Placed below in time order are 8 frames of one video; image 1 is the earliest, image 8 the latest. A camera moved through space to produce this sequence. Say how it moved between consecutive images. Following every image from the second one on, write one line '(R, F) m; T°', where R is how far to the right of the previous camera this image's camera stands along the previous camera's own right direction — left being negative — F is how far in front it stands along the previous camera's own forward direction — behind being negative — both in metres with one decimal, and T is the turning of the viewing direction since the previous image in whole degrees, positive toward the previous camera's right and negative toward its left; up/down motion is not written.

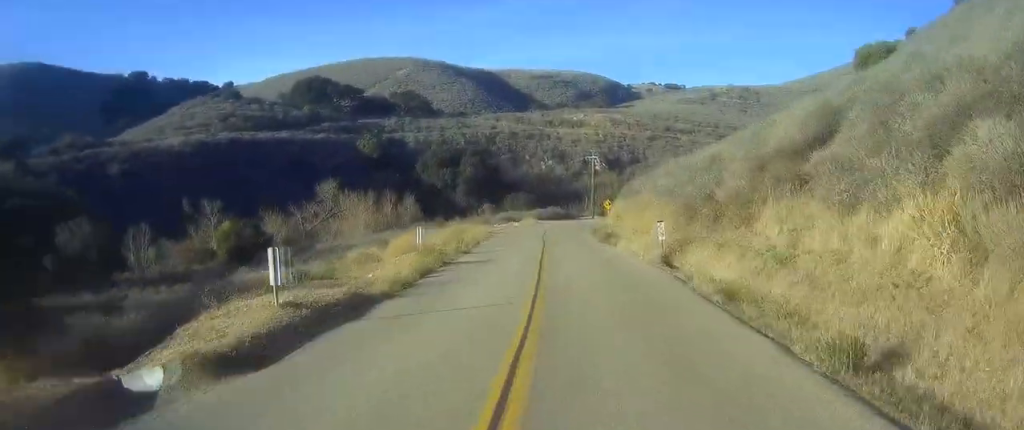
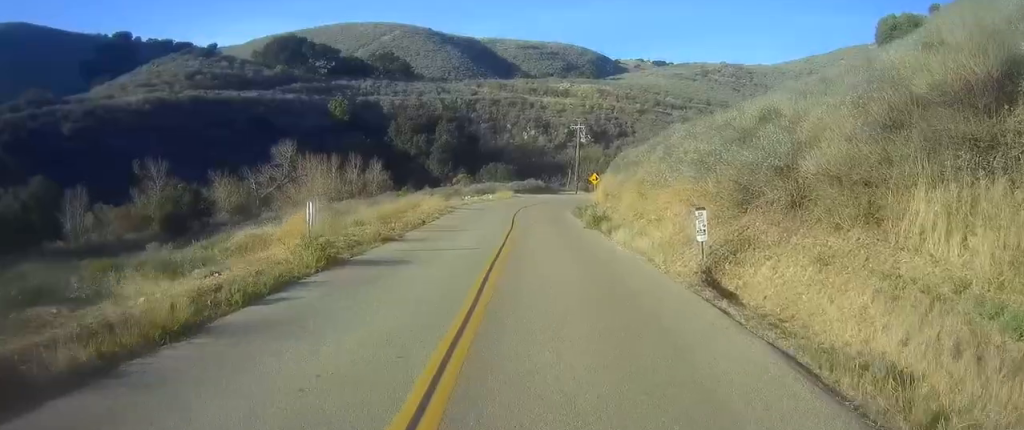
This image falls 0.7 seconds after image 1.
(+0.2, +9.8) m; +1°
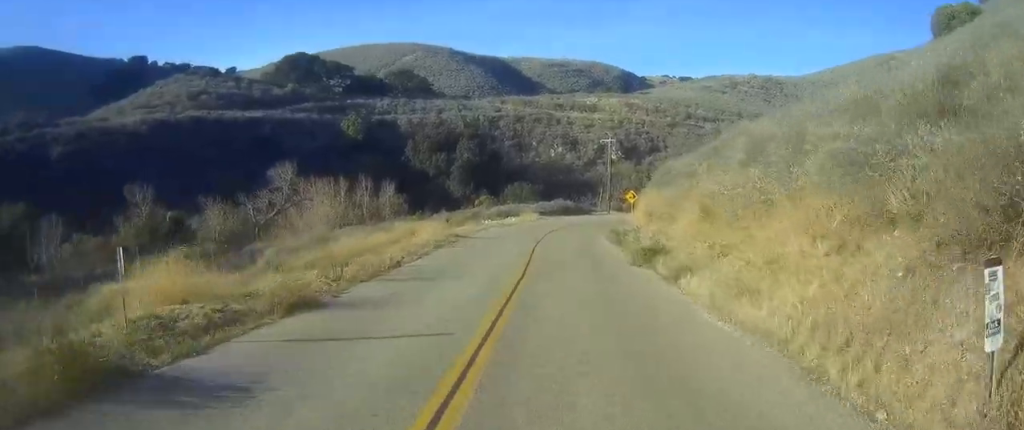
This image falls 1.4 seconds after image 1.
(+0.2, +8.9) m; -2°
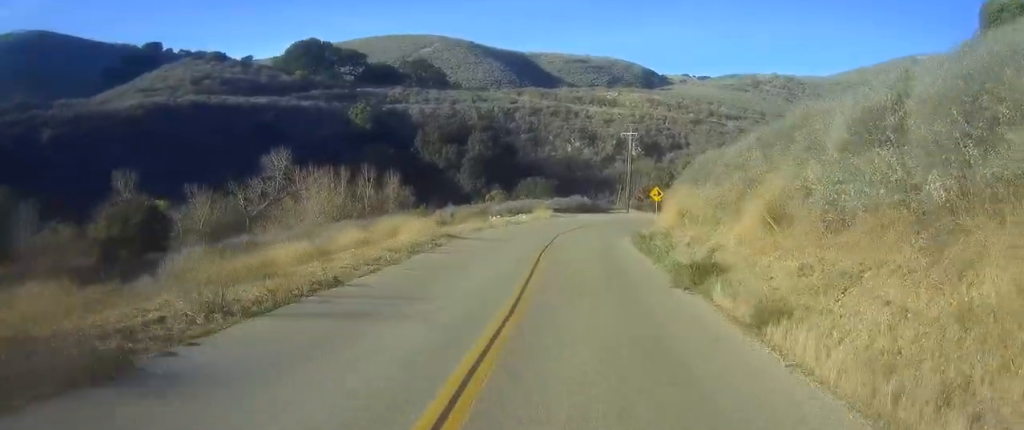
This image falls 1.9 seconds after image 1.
(-0.1, +6.1) m; -1°
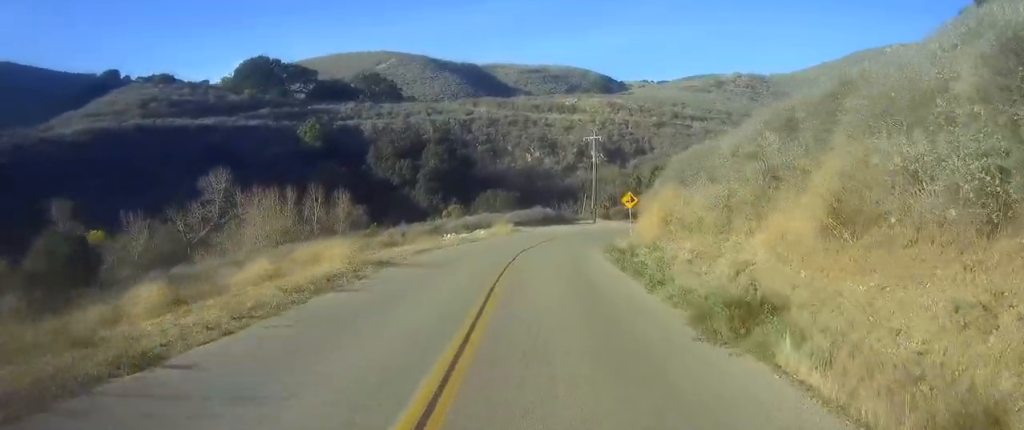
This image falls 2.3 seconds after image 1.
(-0.3, +5.6) m; -1°
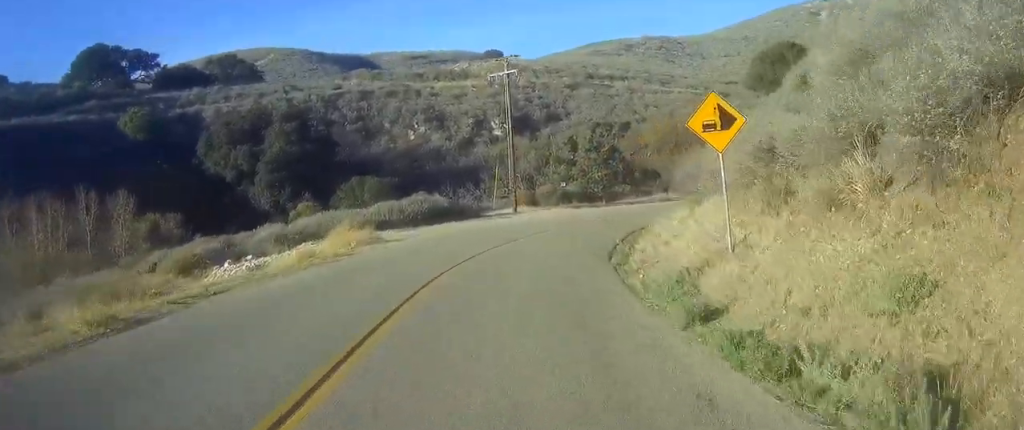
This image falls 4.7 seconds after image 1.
(+0.1, +31.8) m; +3°
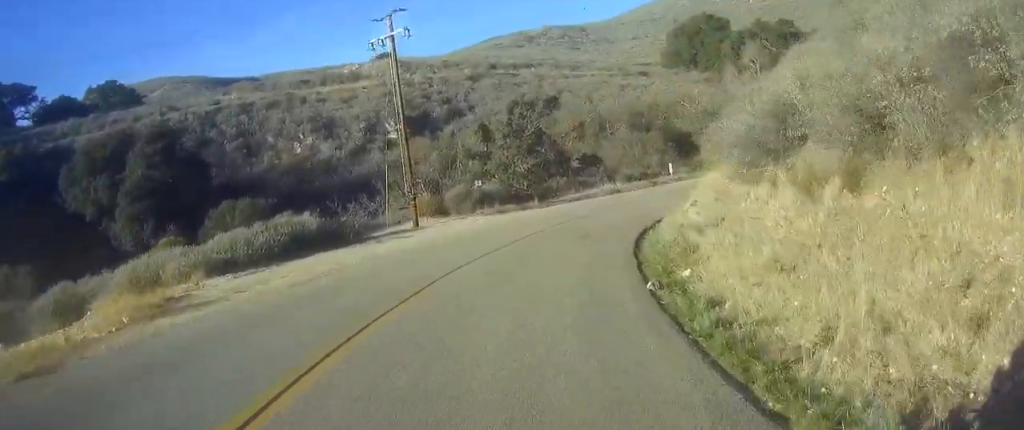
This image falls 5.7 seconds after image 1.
(+0.8, +14.3) m; +23°
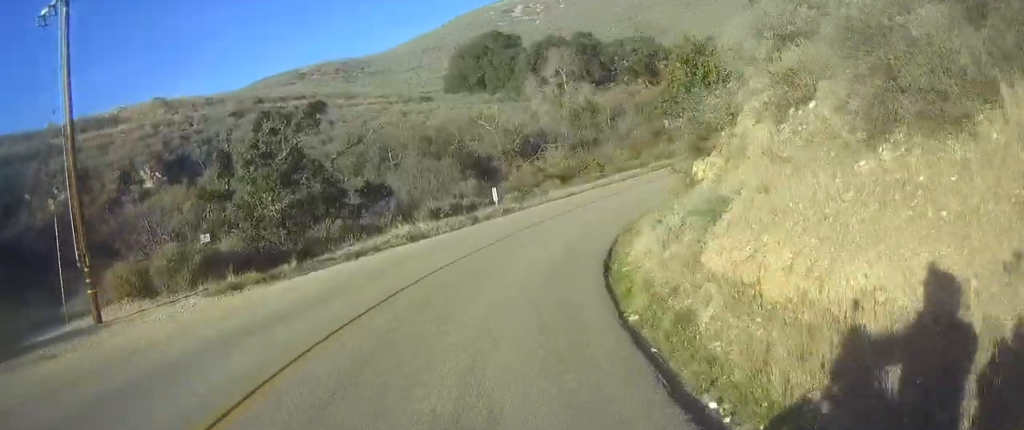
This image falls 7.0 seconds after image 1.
(+8.4, +14.5) m; +24°
